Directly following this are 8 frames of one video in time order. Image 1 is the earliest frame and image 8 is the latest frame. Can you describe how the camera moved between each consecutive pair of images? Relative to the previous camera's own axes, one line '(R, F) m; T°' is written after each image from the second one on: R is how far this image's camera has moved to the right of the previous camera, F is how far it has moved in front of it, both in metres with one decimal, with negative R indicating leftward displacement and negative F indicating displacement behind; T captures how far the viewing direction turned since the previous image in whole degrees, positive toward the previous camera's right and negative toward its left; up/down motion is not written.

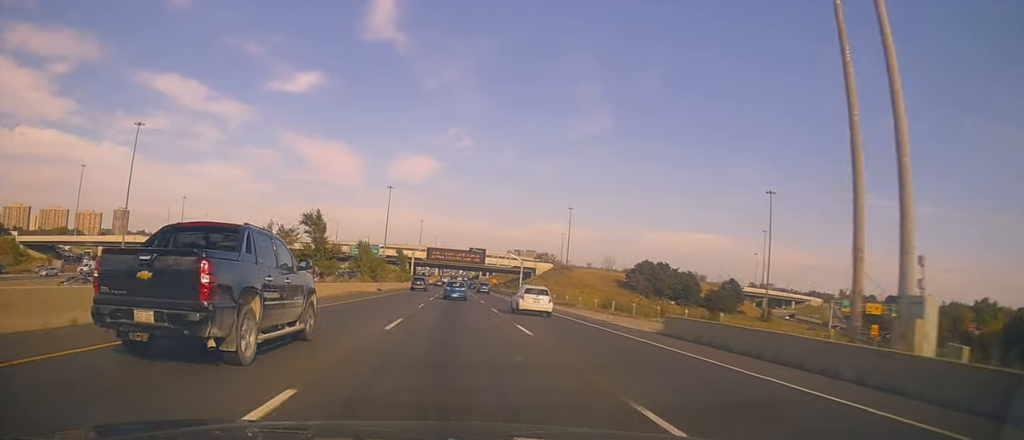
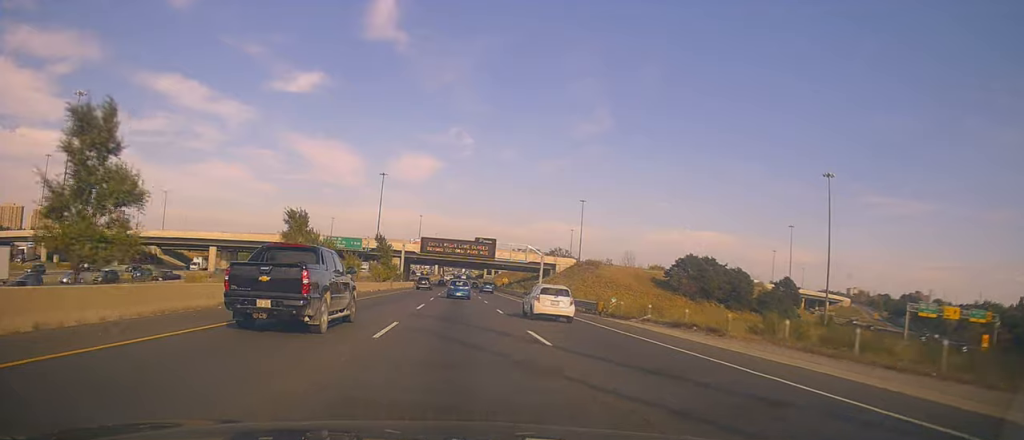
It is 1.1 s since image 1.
(-0.3, +27.4) m; 0°
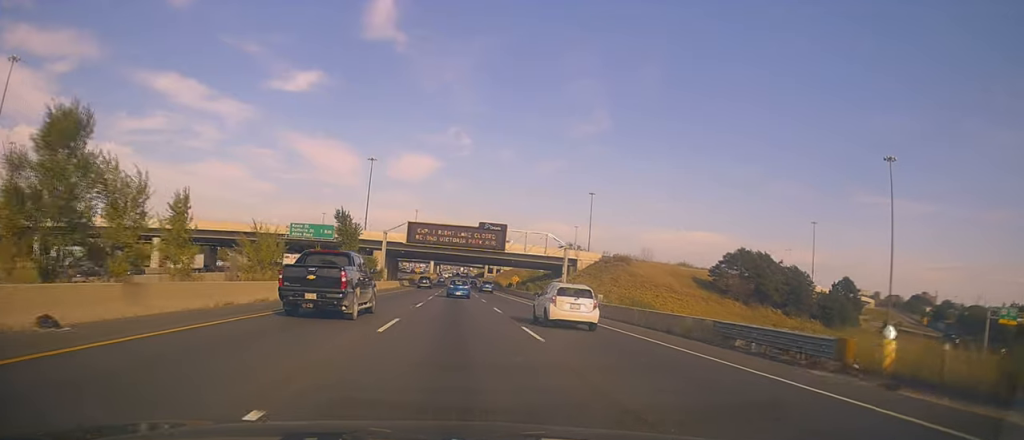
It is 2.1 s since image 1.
(+0.3, +23.5) m; 0°
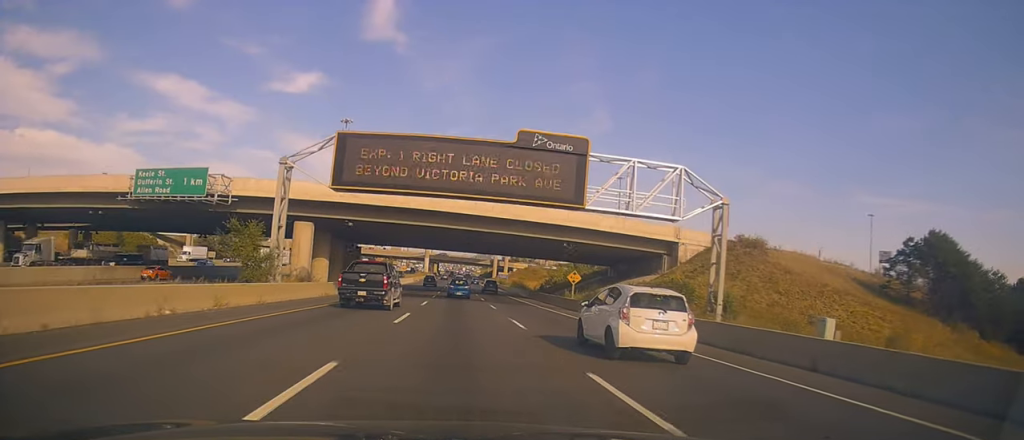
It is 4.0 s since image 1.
(-0.6, +46.2) m; -1°
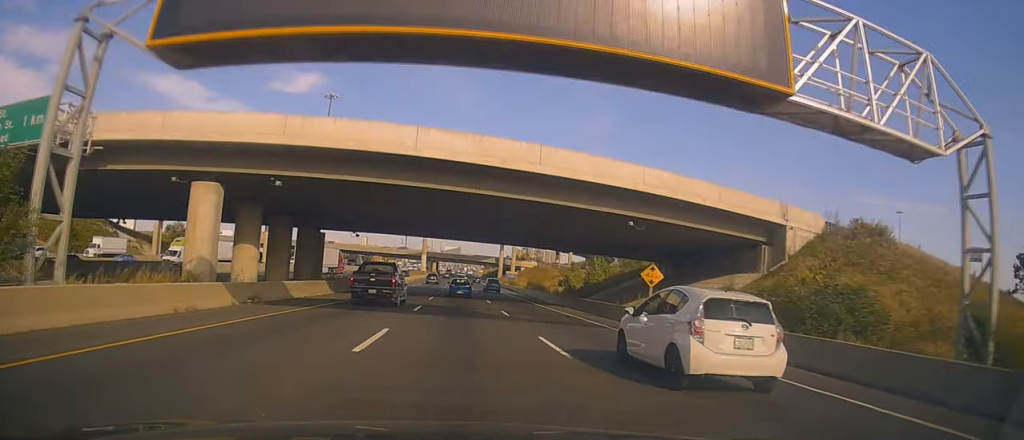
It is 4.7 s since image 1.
(-0.1, +19.1) m; +1°
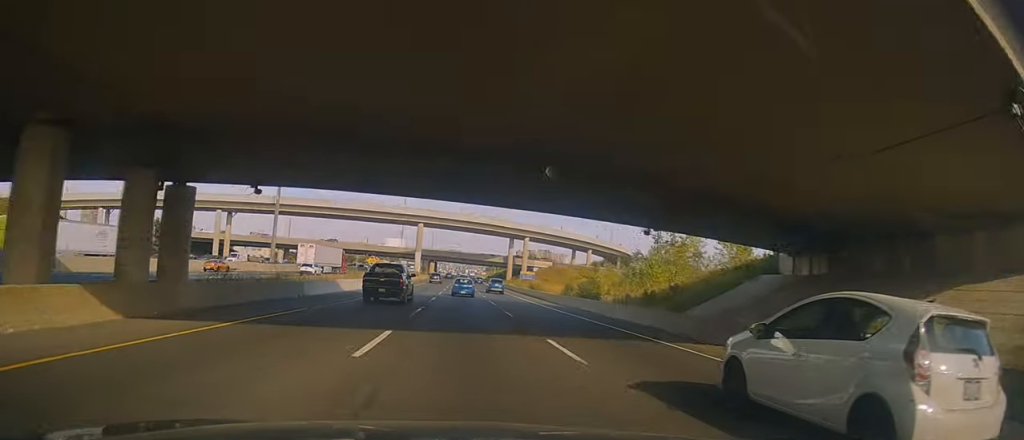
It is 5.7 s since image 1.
(+0.5, +25.2) m; 0°
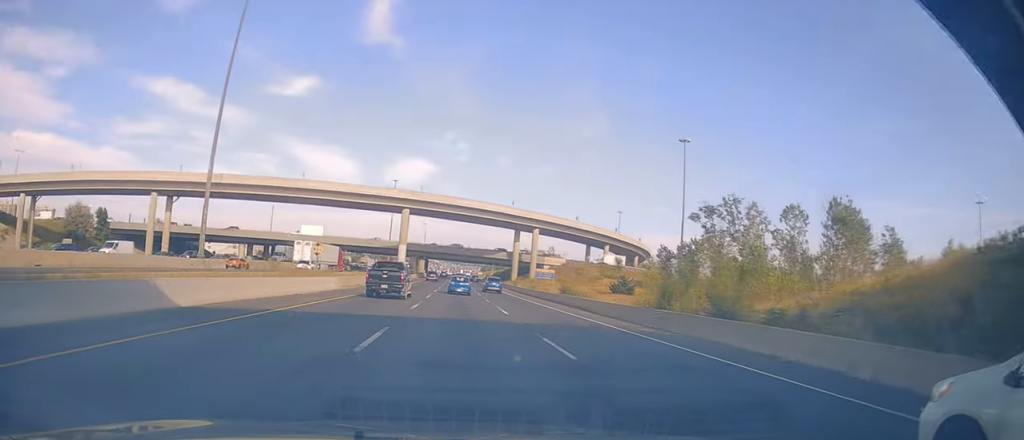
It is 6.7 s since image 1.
(-0.4, +24.6) m; -2°
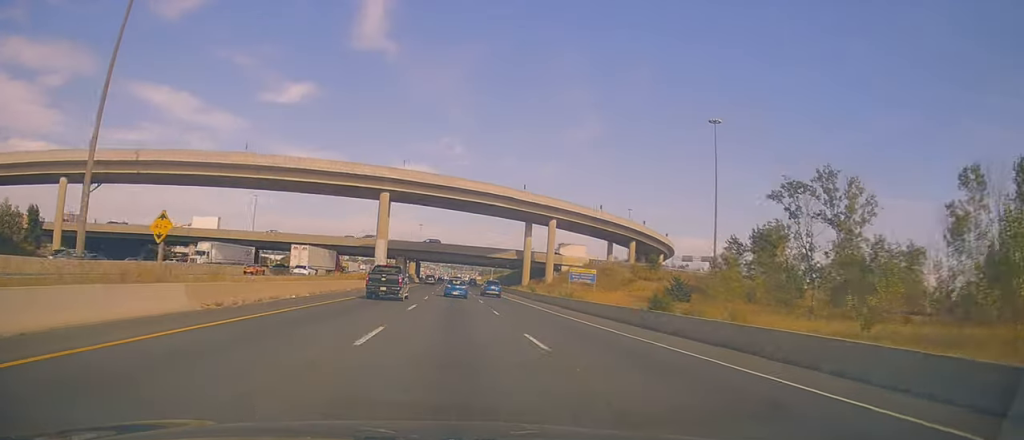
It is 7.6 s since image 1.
(-0.4, +23.9) m; +1°
